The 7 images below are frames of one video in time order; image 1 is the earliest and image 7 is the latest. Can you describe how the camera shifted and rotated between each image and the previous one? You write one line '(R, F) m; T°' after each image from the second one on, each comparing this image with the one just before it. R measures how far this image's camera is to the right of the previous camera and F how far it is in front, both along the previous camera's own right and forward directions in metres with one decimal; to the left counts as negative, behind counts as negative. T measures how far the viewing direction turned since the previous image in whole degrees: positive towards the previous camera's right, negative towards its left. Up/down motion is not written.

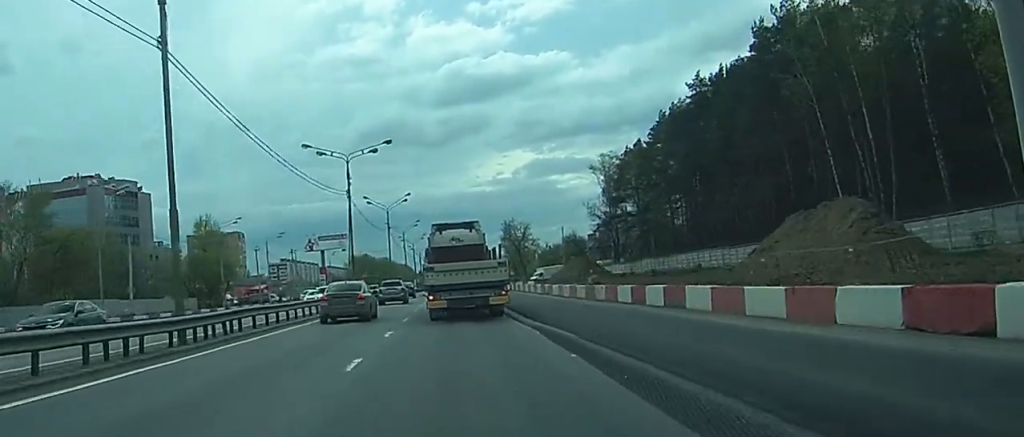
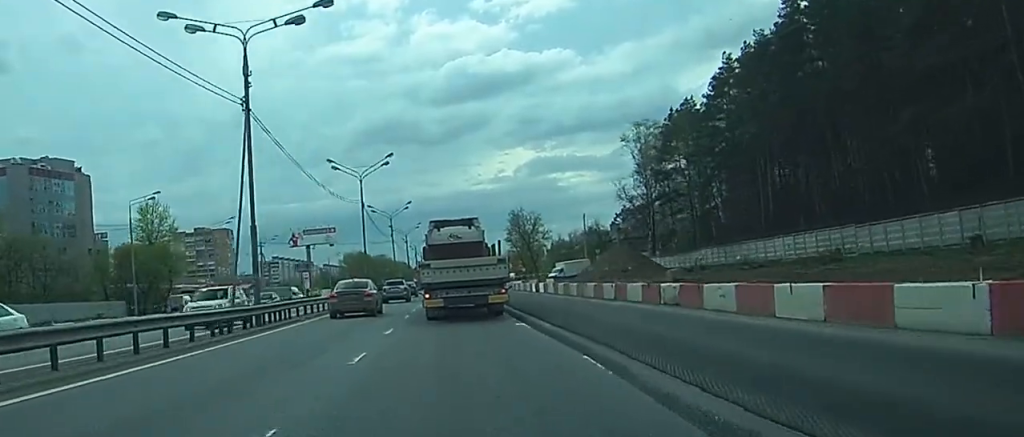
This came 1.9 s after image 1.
(-0.2, +30.3) m; 0°
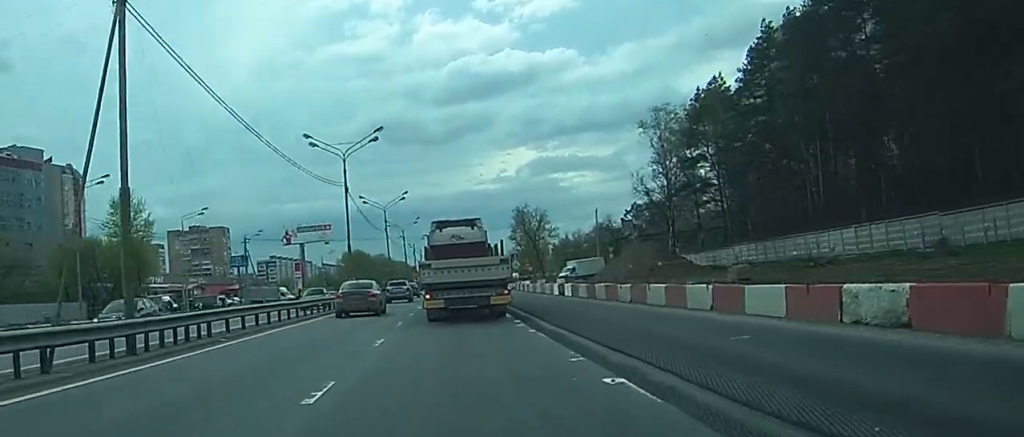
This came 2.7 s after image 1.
(0.0, +12.3) m; 0°
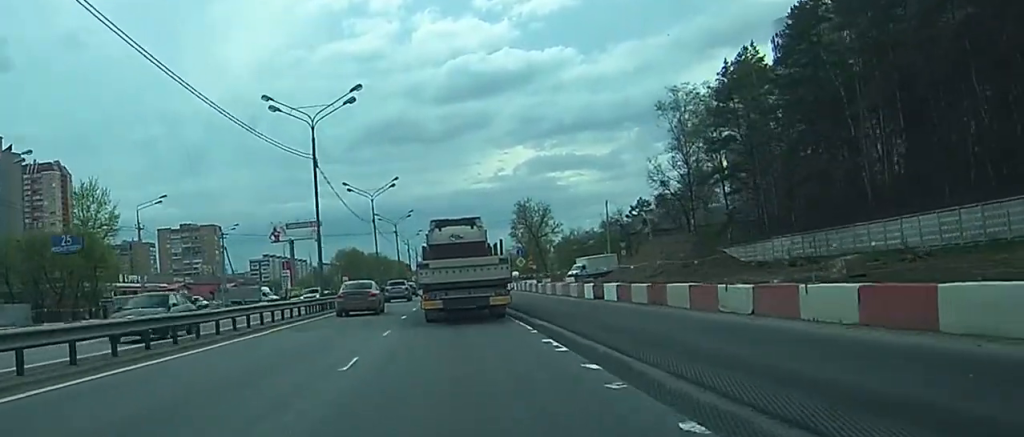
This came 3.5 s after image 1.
(0.0, +12.9) m; 0°
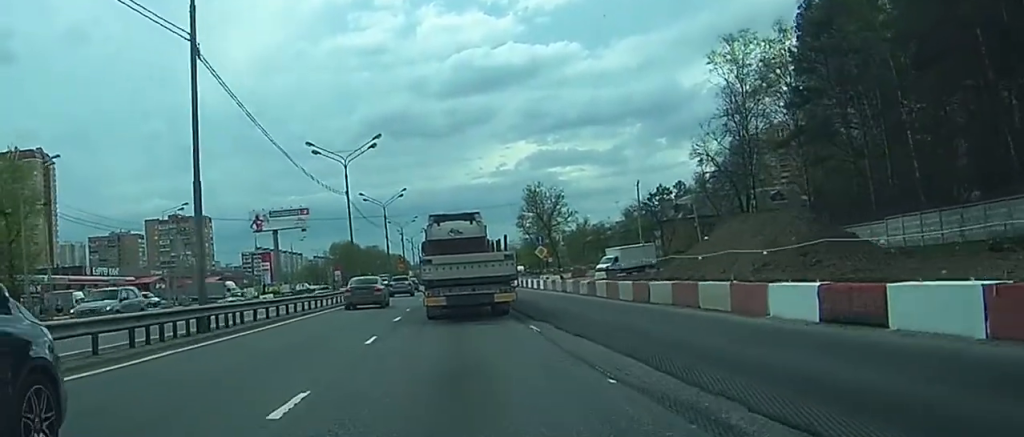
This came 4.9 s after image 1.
(-0.1, +23.8) m; -1°
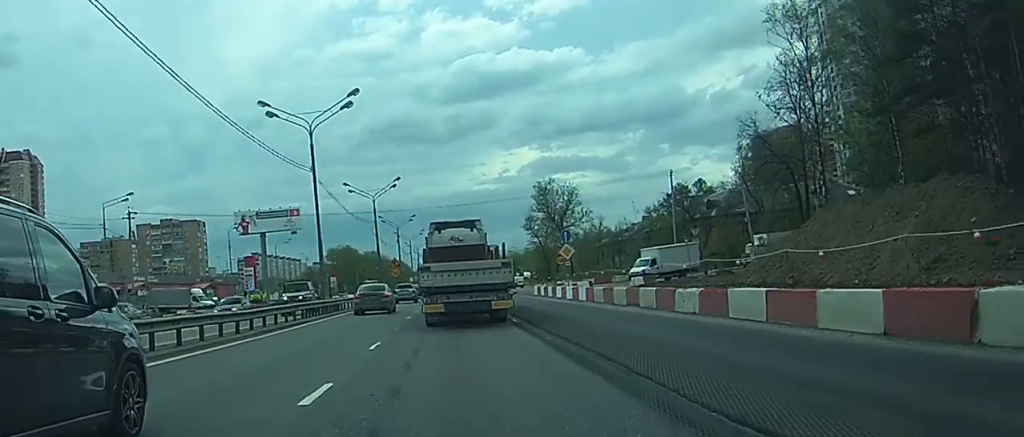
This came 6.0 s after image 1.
(-0.1, +17.9) m; -1°
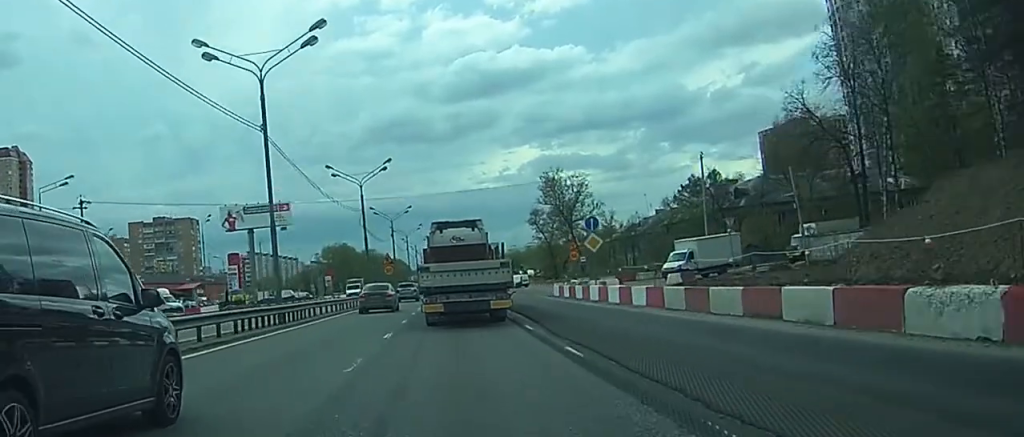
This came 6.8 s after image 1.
(0.0, +13.1) m; -1°
